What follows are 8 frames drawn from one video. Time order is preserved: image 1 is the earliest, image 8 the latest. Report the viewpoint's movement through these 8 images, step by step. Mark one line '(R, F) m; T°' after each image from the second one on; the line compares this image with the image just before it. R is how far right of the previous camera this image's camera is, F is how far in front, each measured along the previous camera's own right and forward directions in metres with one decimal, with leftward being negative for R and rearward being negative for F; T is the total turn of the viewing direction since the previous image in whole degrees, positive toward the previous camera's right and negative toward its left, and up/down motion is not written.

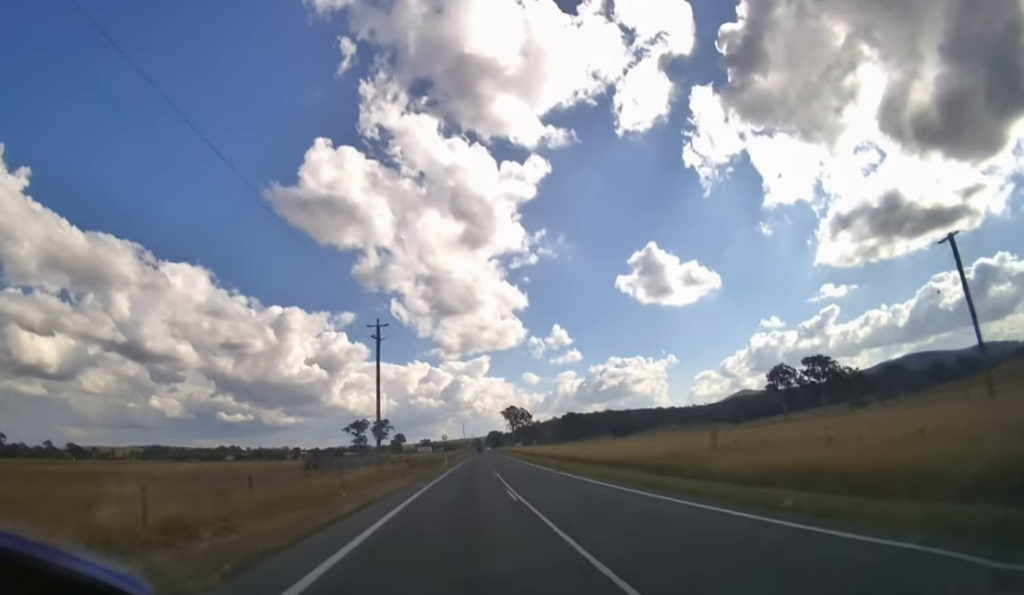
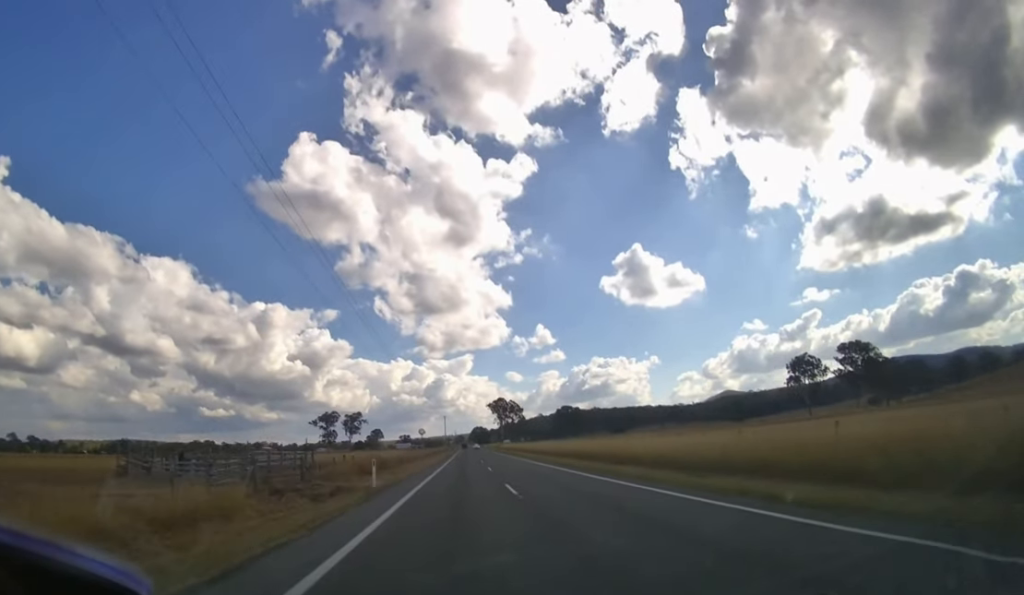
(+0.8, +39.1) m; +2°
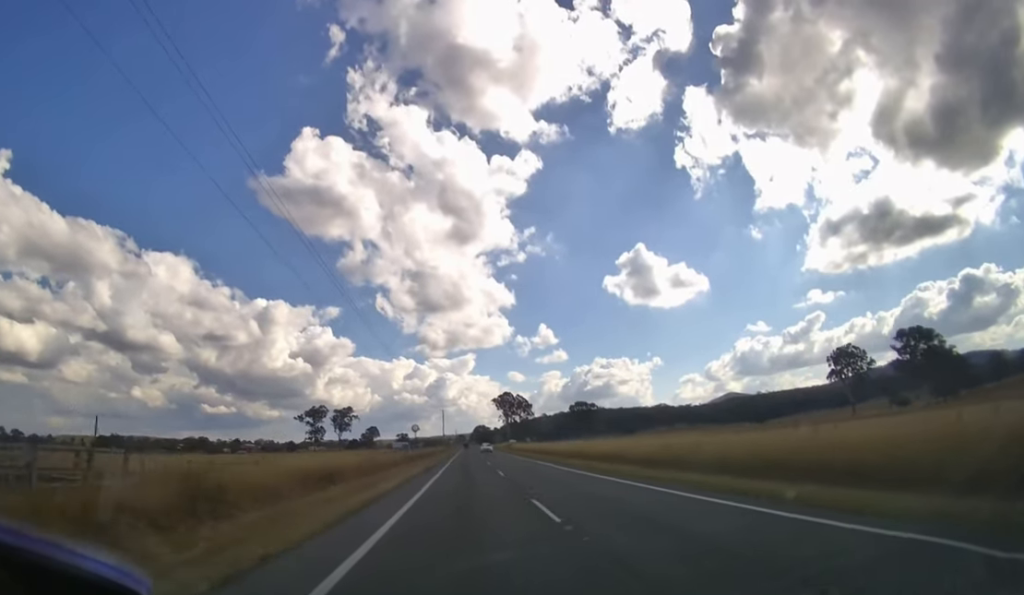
(+0.4, +35.5) m; +1°
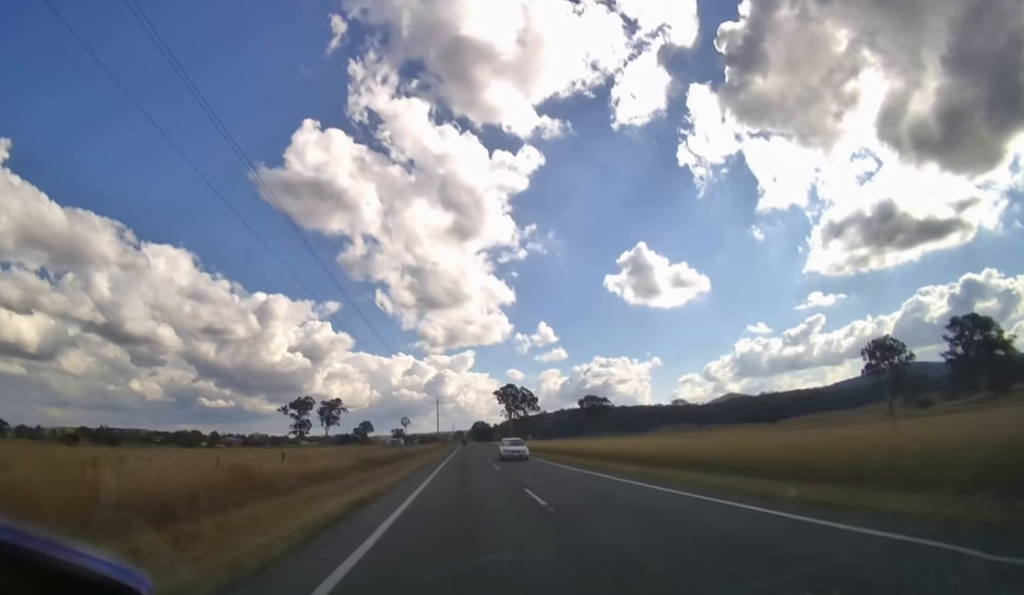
(+0.1, +25.1) m; 0°
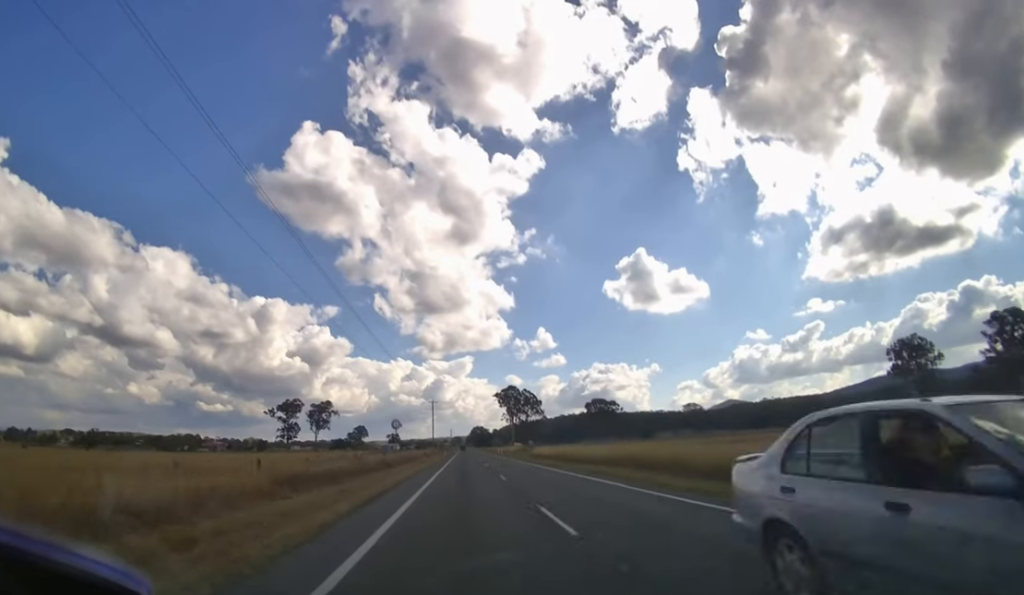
(+0.1, +16.0) m; 0°
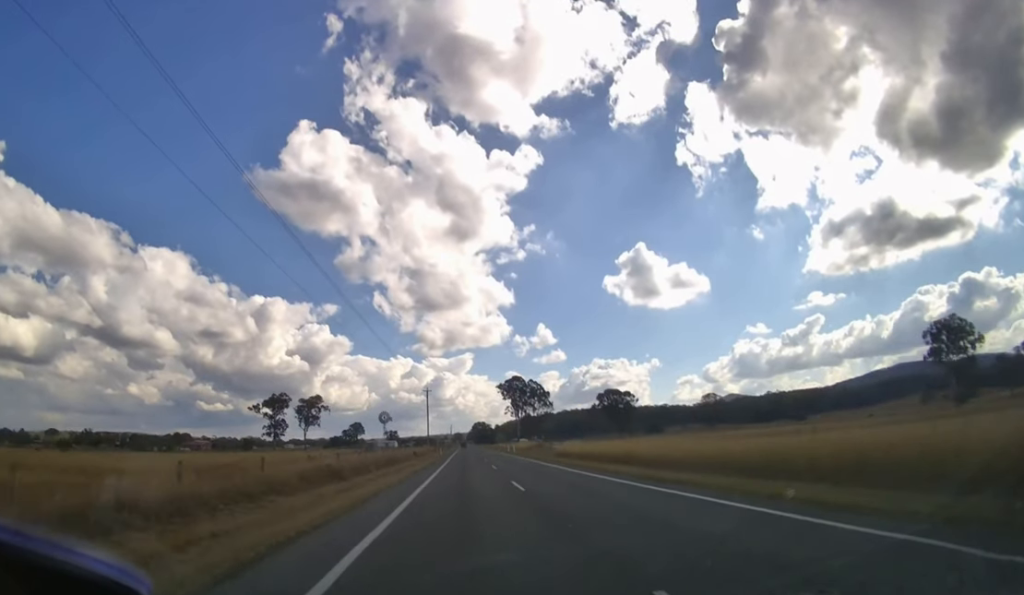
(+0.1, +19.2) m; 0°
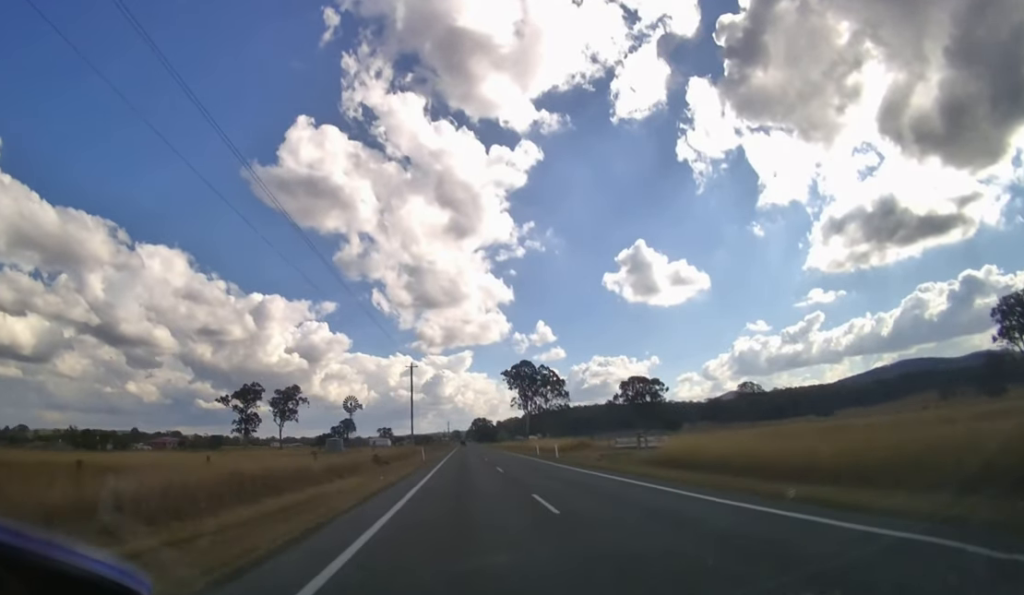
(0.0, +27.7) m; 0°
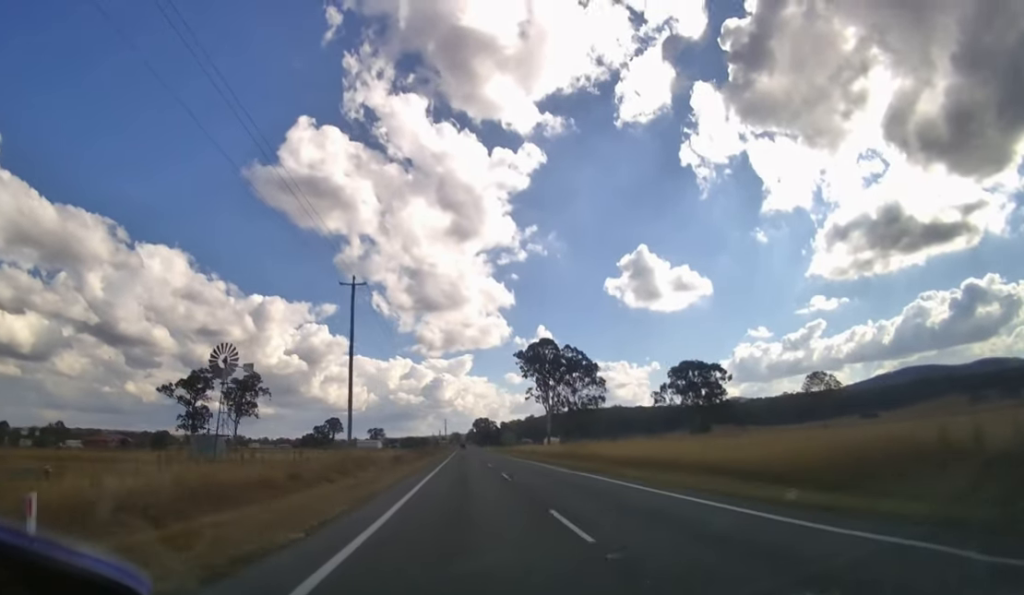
(0.0, +34.0) m; 0°
